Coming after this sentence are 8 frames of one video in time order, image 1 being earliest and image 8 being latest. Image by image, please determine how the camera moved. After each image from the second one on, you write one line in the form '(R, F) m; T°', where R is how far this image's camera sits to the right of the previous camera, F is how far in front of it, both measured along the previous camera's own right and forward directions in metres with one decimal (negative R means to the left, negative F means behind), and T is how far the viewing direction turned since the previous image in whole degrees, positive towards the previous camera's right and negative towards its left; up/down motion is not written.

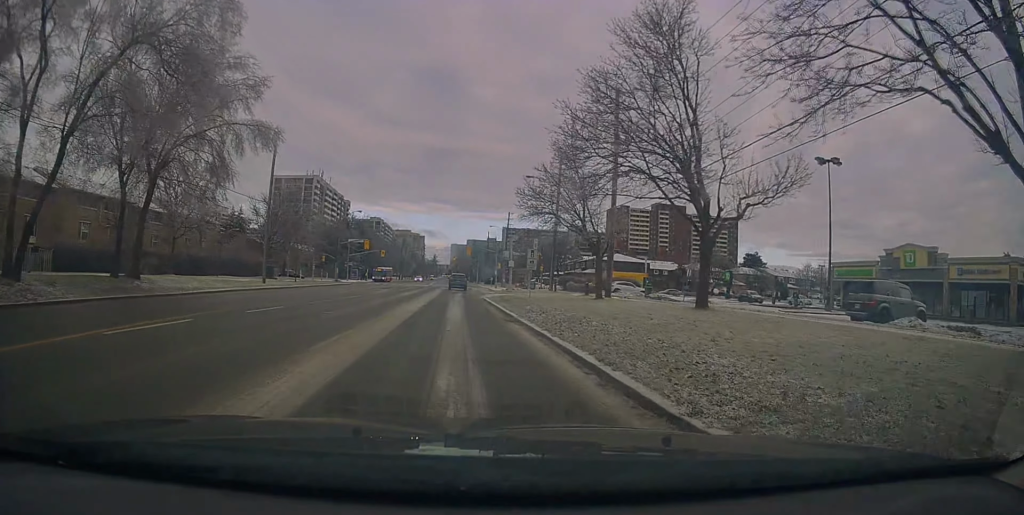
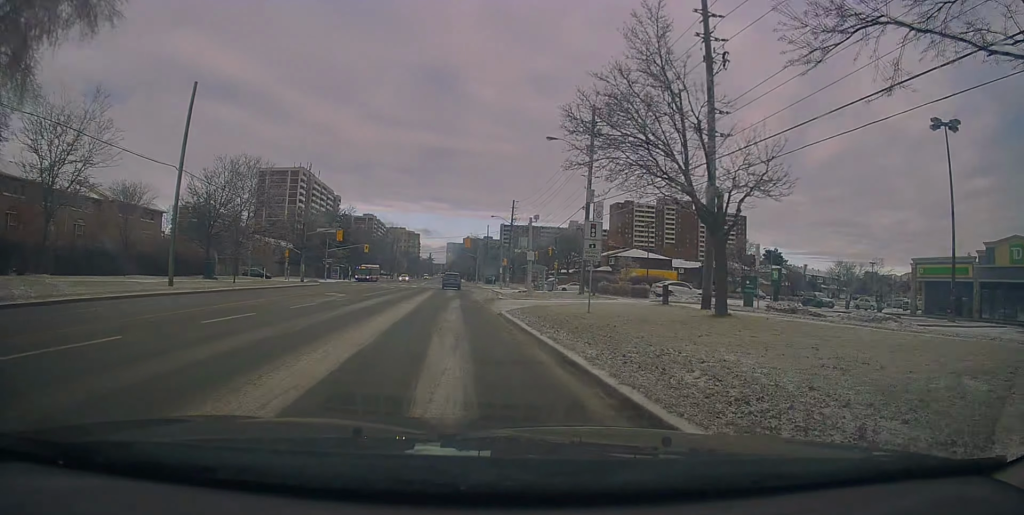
(0.0, +16.0) m; -1°
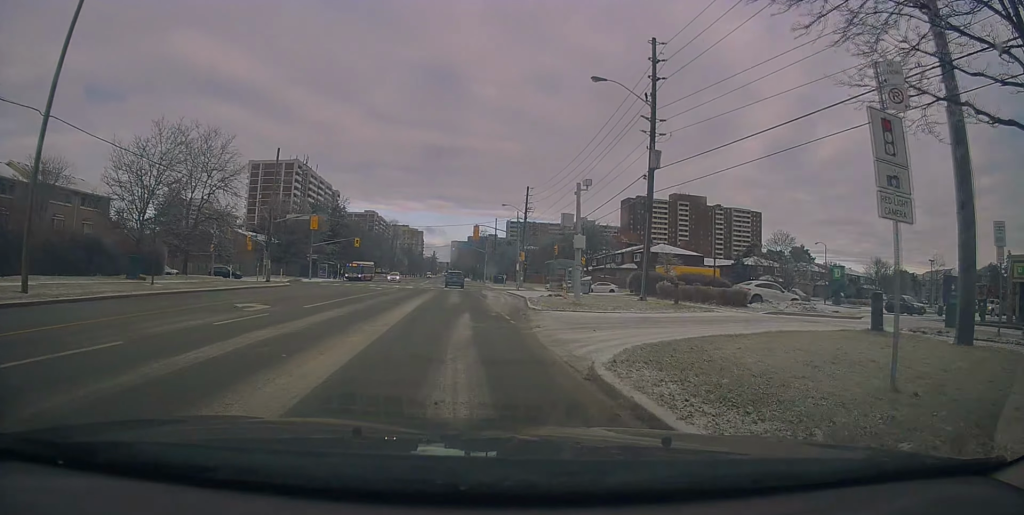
(-0.2, +12.8) m; -1°
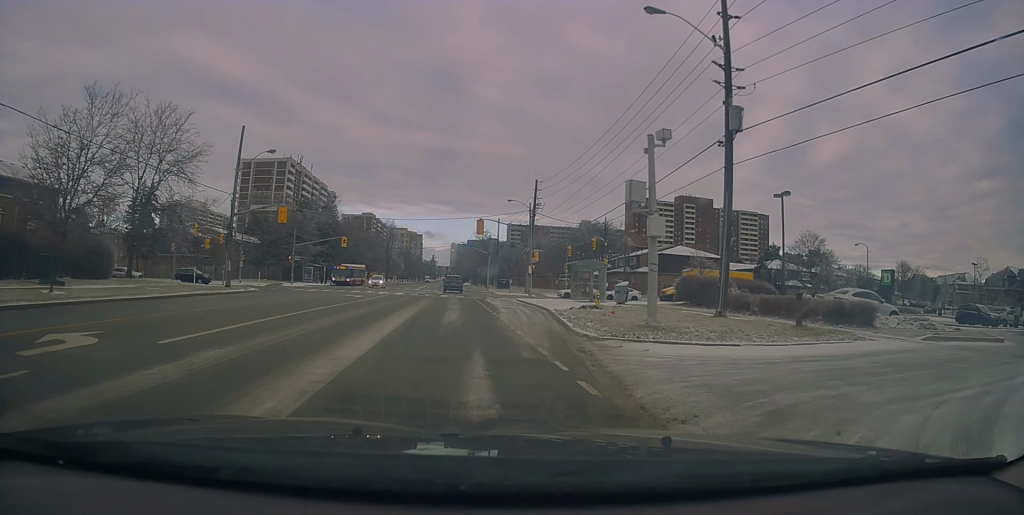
(0.0, +9.3) m; 0°
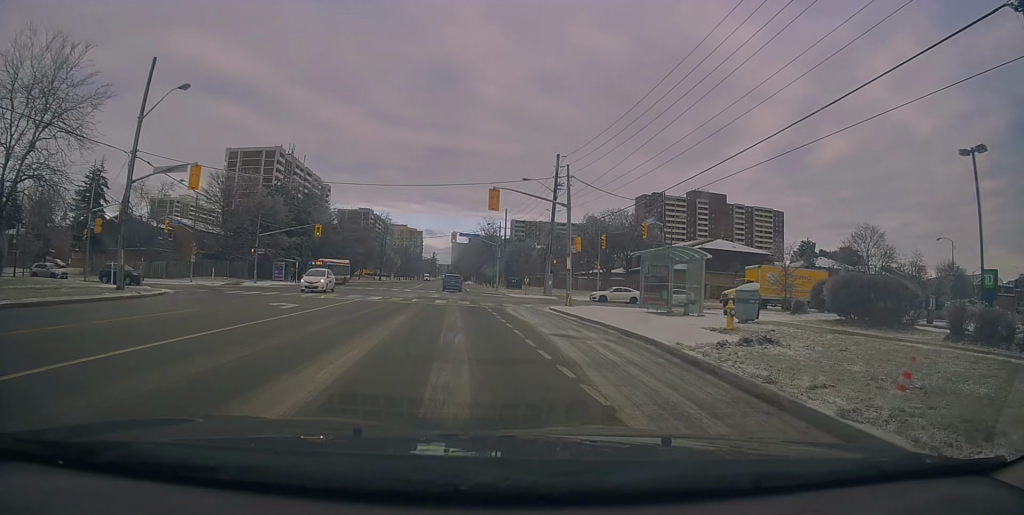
(0.0, +14.7) m; +2°
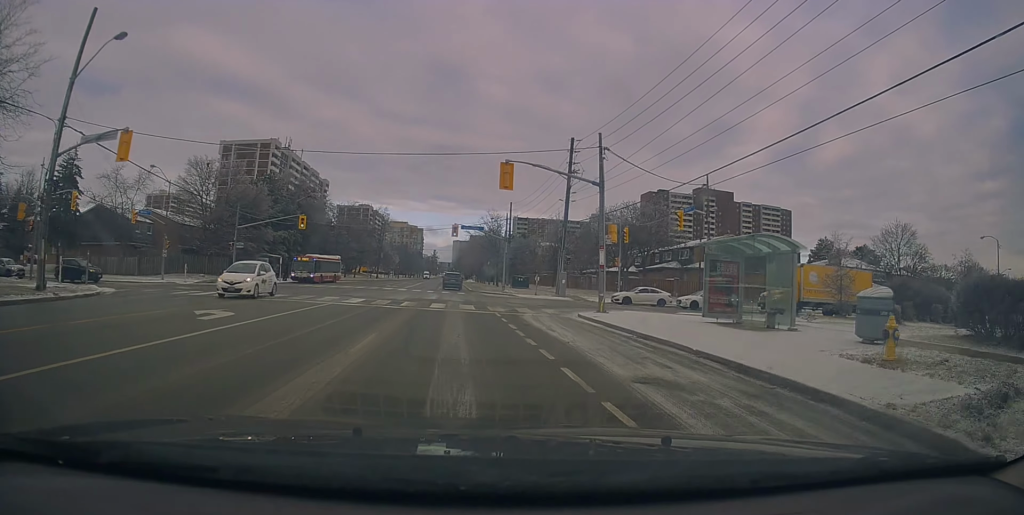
(+0.2, +6.2) m; 0°
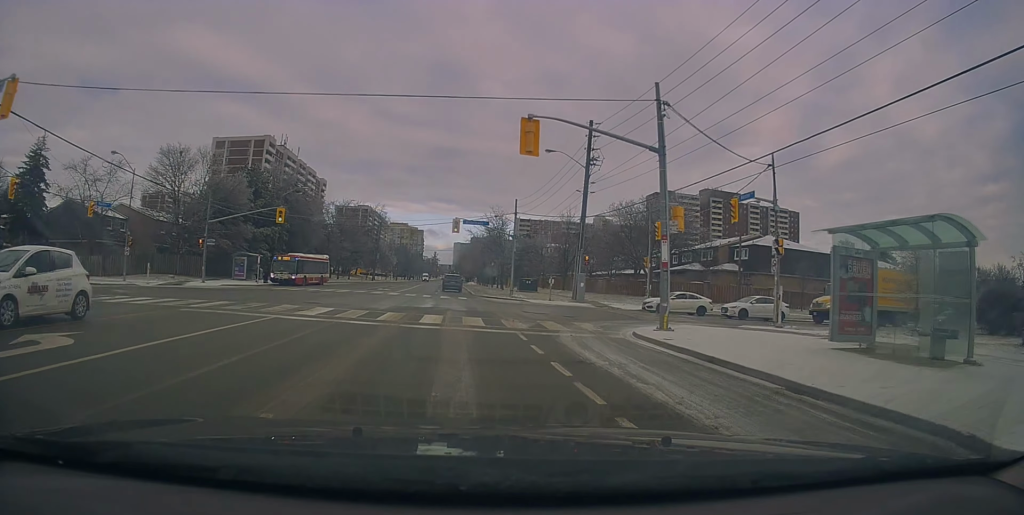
(+0.3, +7.0) m; 0°
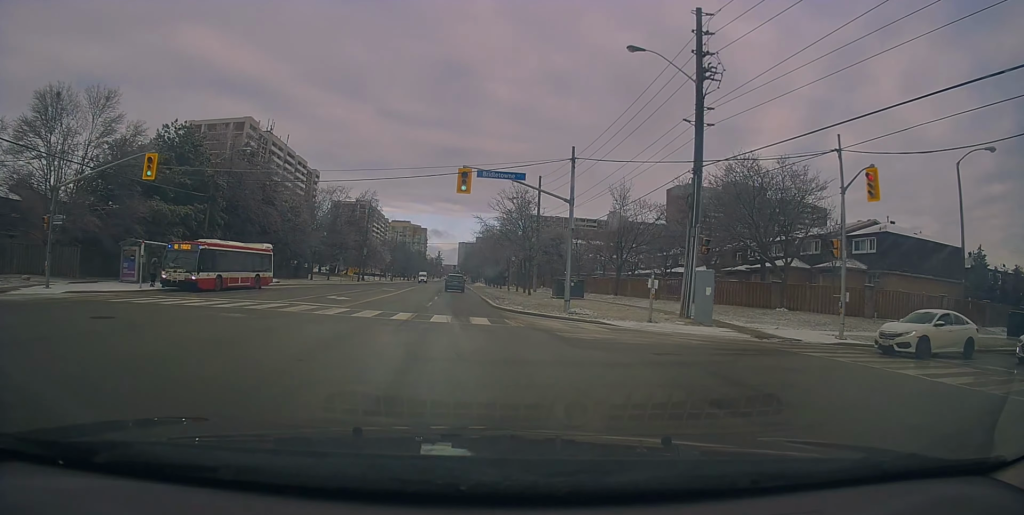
(-0.6, +21.3) m; -2°
